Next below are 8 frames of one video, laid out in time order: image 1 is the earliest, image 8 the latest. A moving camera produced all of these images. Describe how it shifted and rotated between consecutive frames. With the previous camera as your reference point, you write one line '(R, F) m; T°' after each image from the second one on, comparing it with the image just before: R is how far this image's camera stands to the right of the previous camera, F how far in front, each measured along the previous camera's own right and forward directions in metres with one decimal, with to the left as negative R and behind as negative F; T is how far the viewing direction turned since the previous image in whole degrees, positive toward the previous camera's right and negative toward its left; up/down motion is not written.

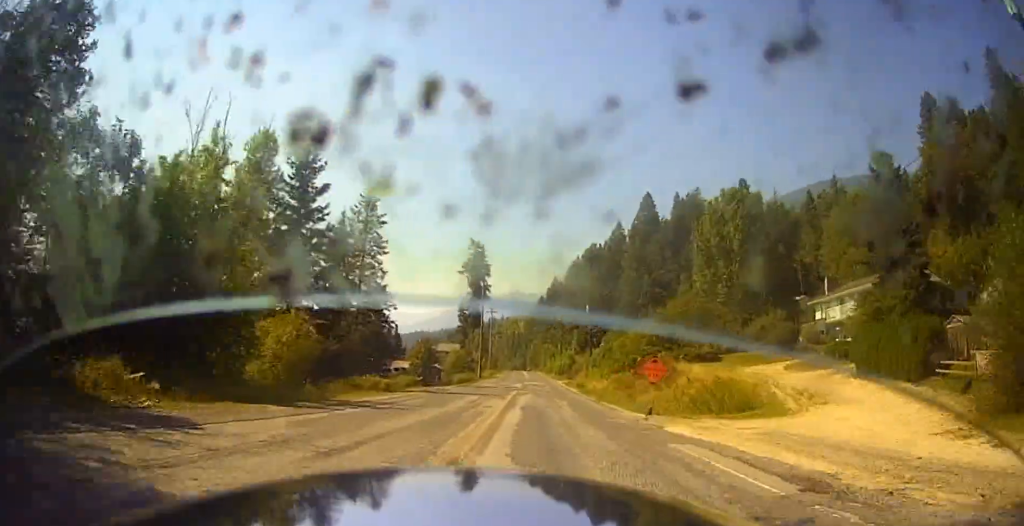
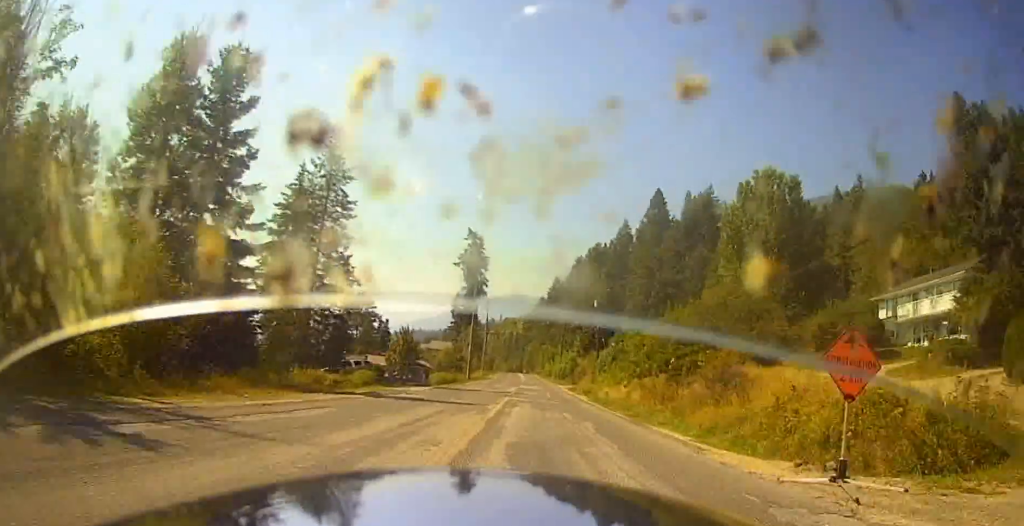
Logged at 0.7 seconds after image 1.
(-0.1, +12.9) m; 0°
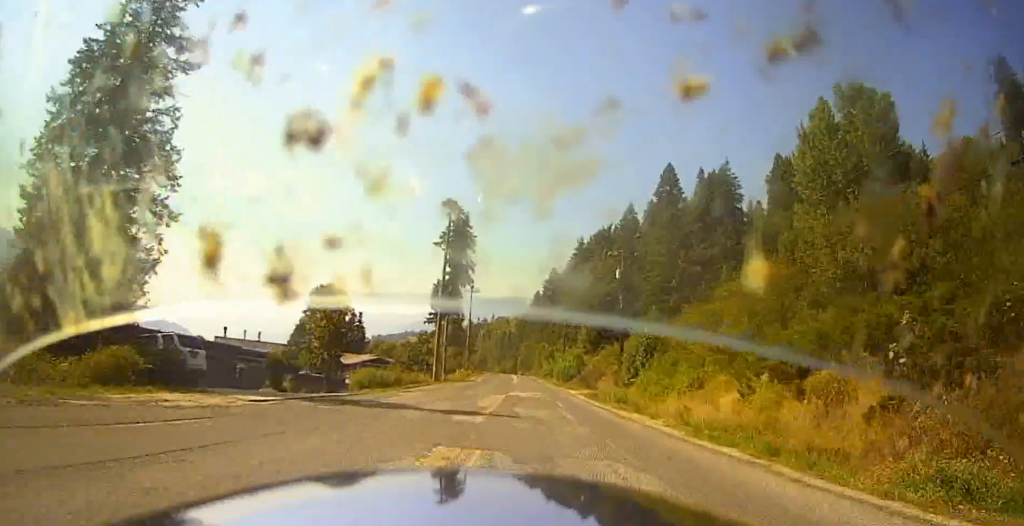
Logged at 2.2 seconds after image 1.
(-0.1, +25.9) m; 0°
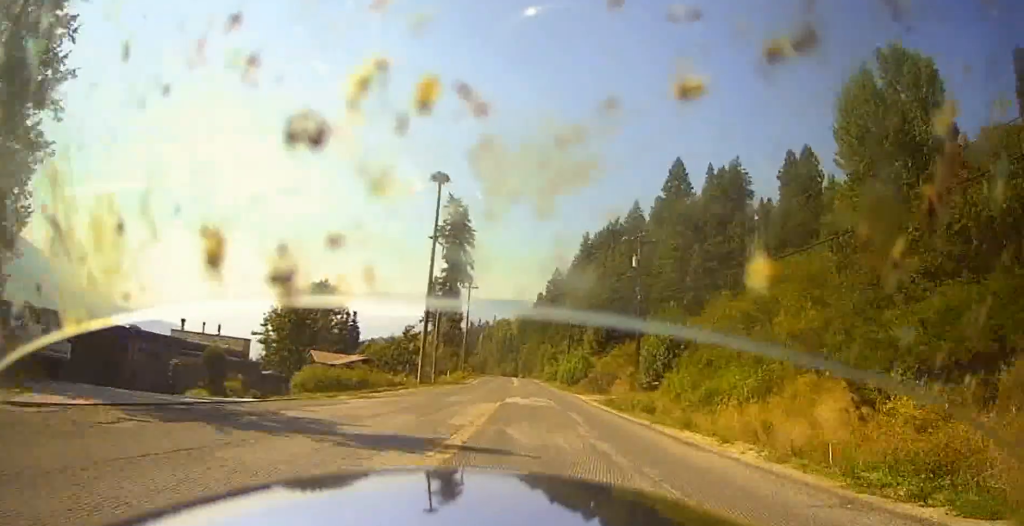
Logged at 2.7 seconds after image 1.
(0.0, +8.2) m; +1°
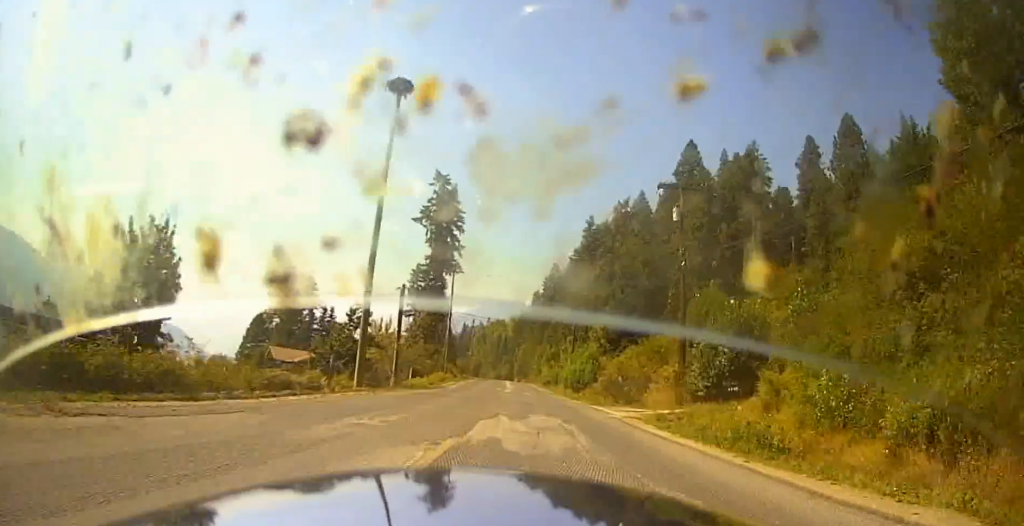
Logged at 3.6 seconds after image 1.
(+0.4, +16.6) m; +1°
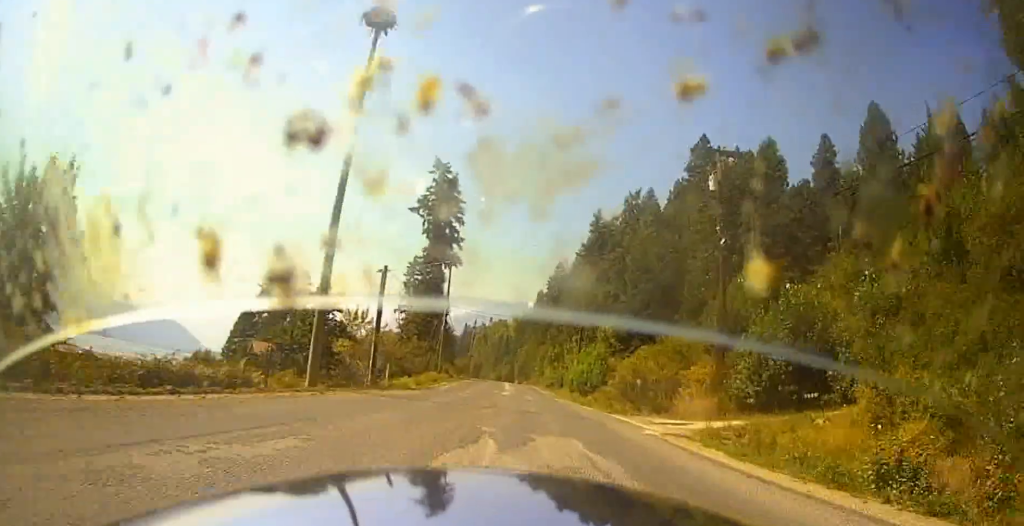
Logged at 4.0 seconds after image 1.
(+0.5, +7.1) m; -1°
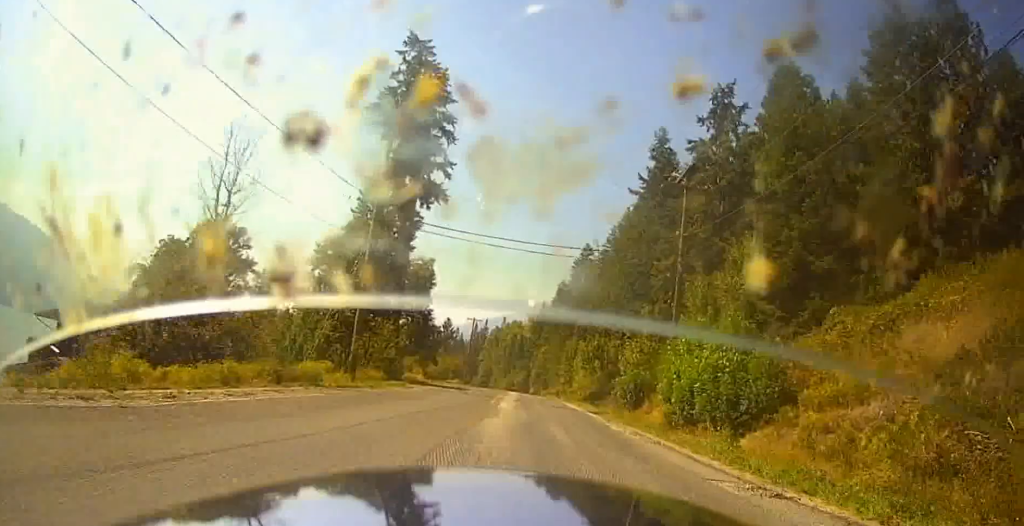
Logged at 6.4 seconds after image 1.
(-3.5, +42.5) m; -5°
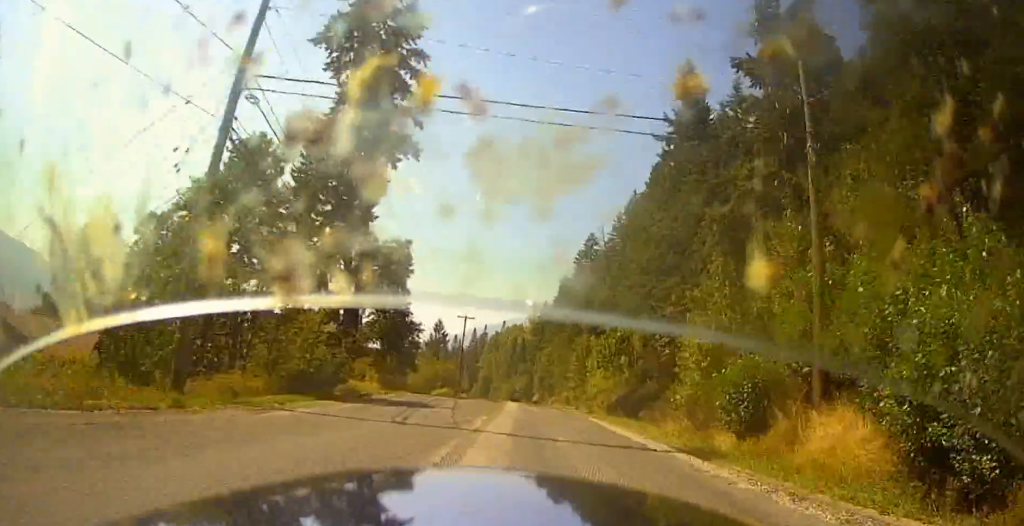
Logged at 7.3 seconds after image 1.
(0.0, +16.8) m; 0°
